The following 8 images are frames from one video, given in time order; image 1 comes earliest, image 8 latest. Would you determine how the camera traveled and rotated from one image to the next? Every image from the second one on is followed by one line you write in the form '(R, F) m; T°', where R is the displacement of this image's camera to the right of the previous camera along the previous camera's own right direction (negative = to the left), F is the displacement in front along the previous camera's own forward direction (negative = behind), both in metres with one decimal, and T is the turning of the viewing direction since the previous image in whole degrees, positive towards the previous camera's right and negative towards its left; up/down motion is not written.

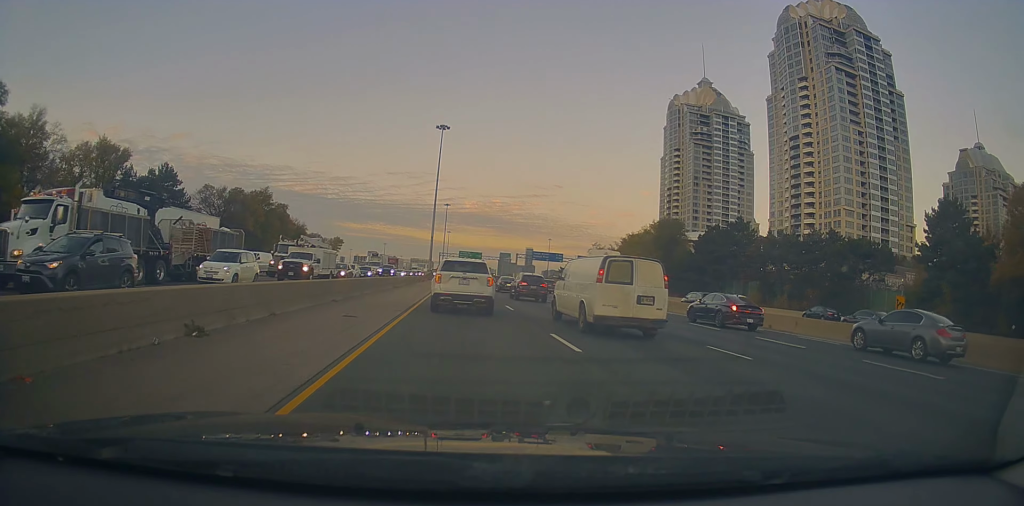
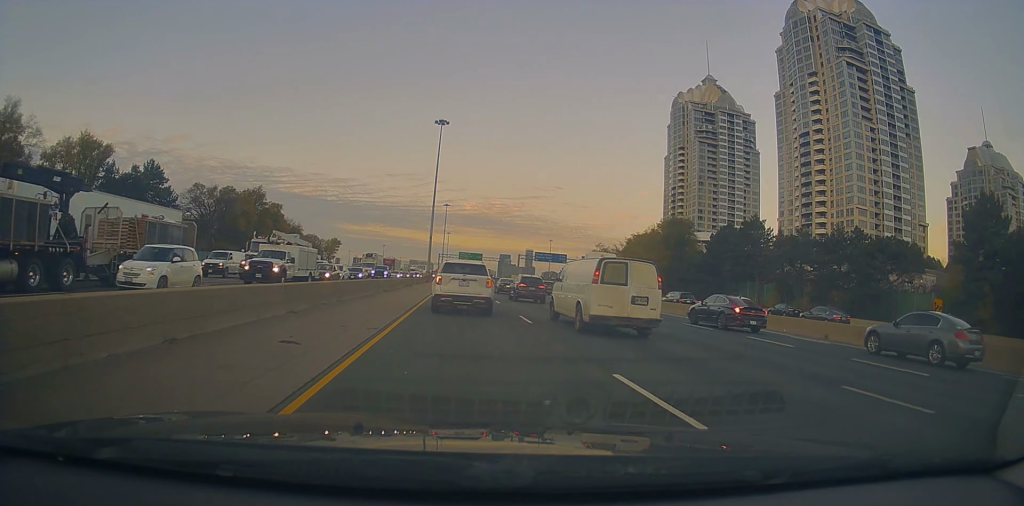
(-0.1, +5.4) m; +2°
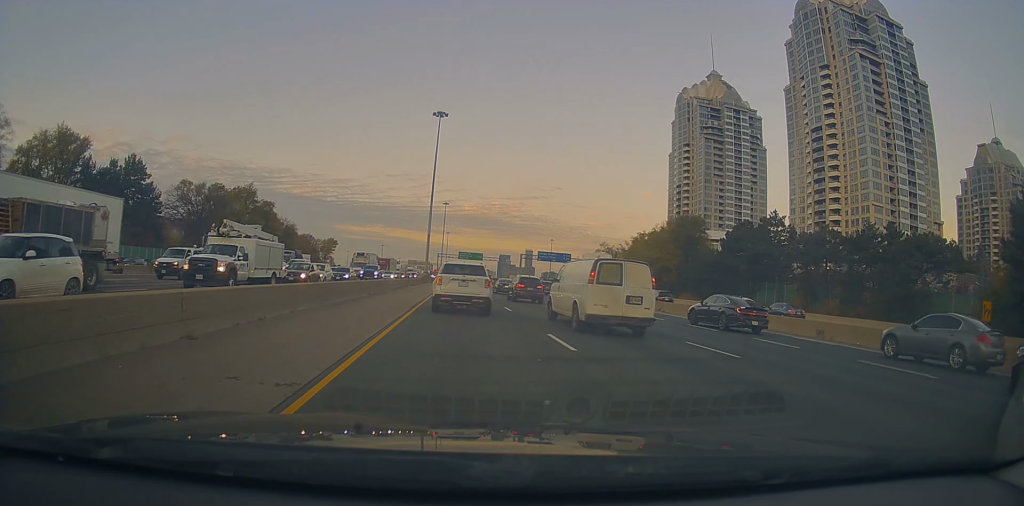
(+0.1, +6.3) m; +1°
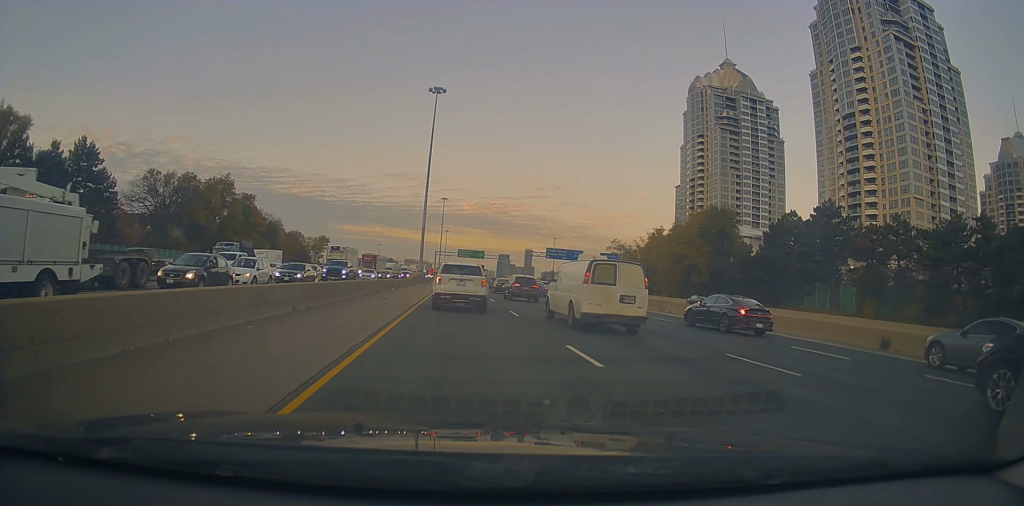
(+0.1, +14.5) m; -2°
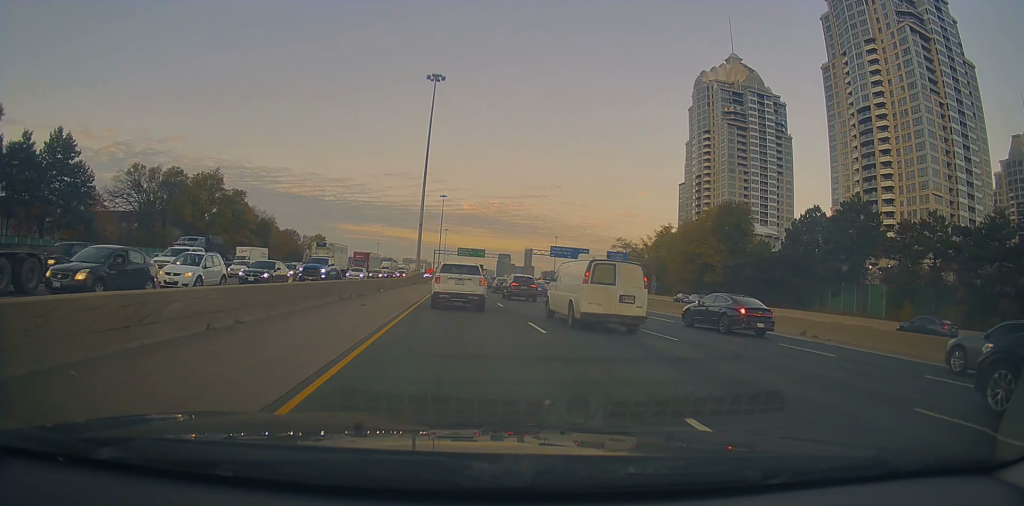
(-0.4, +6.0) m; -1°
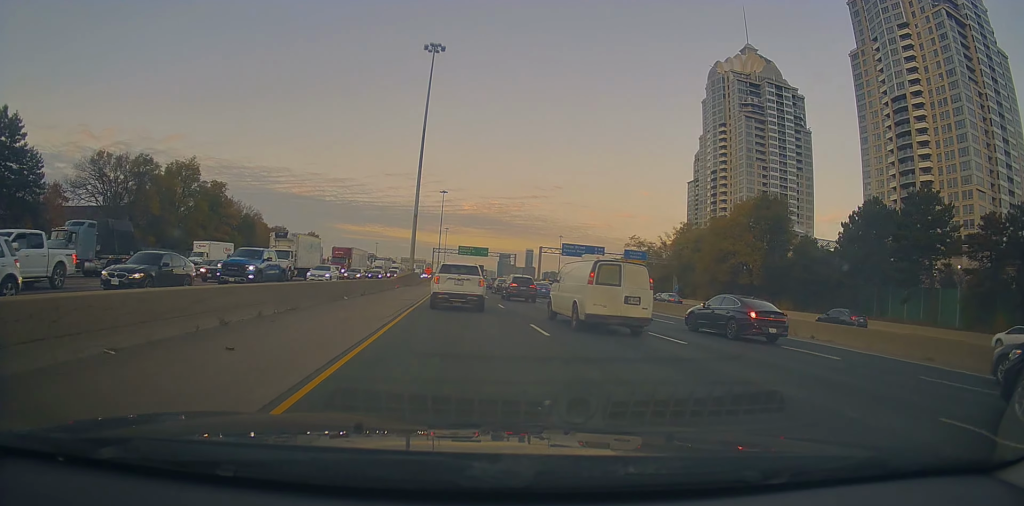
(+0.4, +12.5) m; +2°
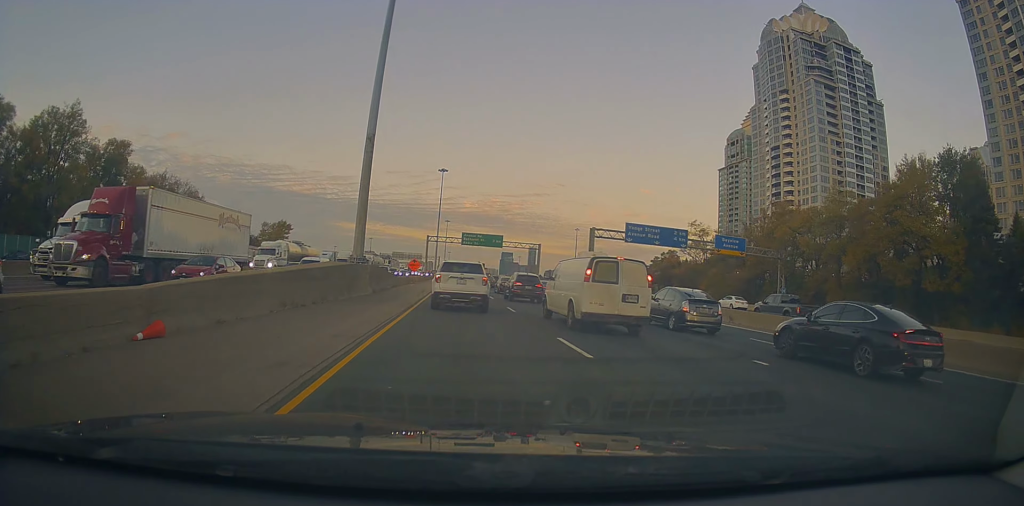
(-0.9, +39.9) m; -1°
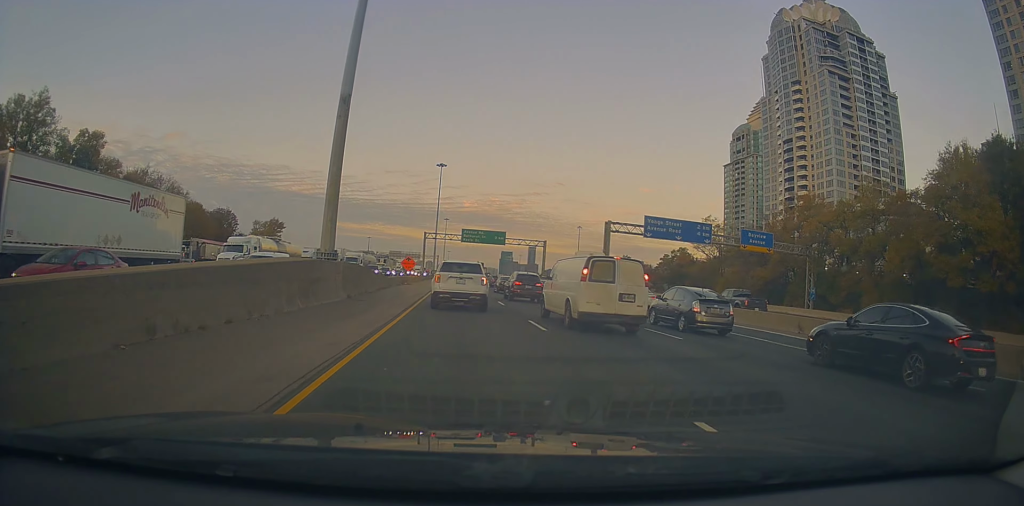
(+0.1, +7.3) m; +1°
